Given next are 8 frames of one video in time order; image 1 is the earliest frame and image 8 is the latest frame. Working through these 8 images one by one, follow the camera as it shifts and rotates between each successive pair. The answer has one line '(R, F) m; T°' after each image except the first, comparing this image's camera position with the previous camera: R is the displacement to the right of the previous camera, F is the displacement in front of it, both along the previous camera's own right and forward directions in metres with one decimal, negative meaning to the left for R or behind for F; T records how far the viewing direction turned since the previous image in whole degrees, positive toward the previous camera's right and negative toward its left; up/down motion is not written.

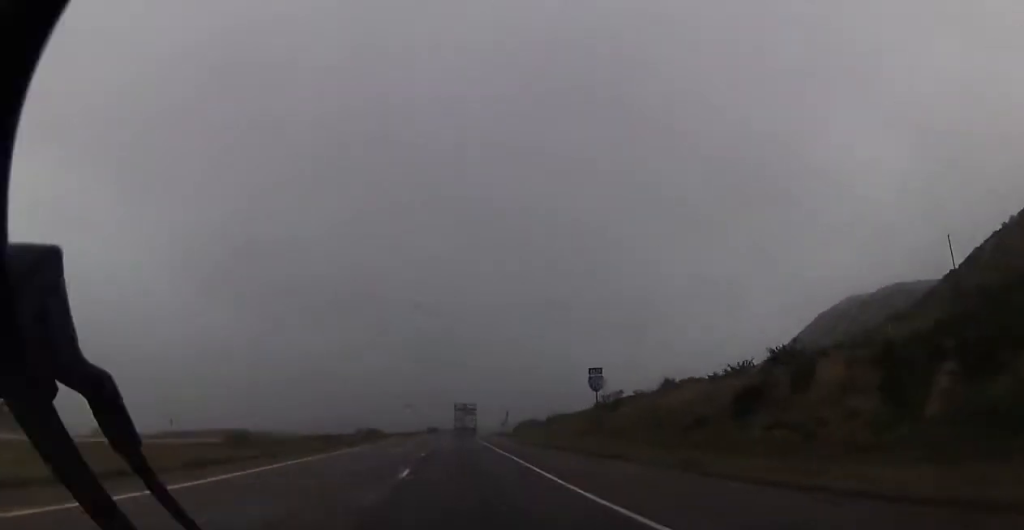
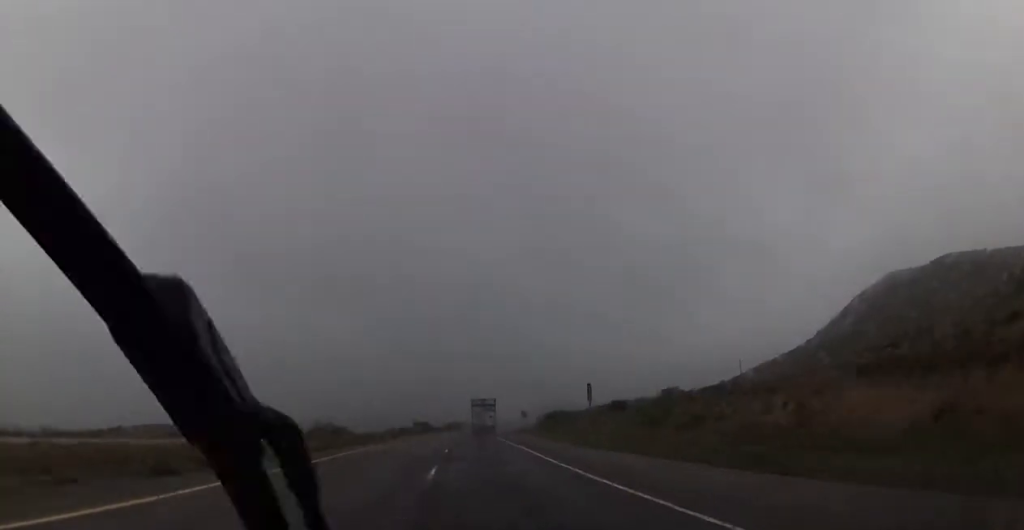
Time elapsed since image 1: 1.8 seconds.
(+0.3, +62.2) m; +1°
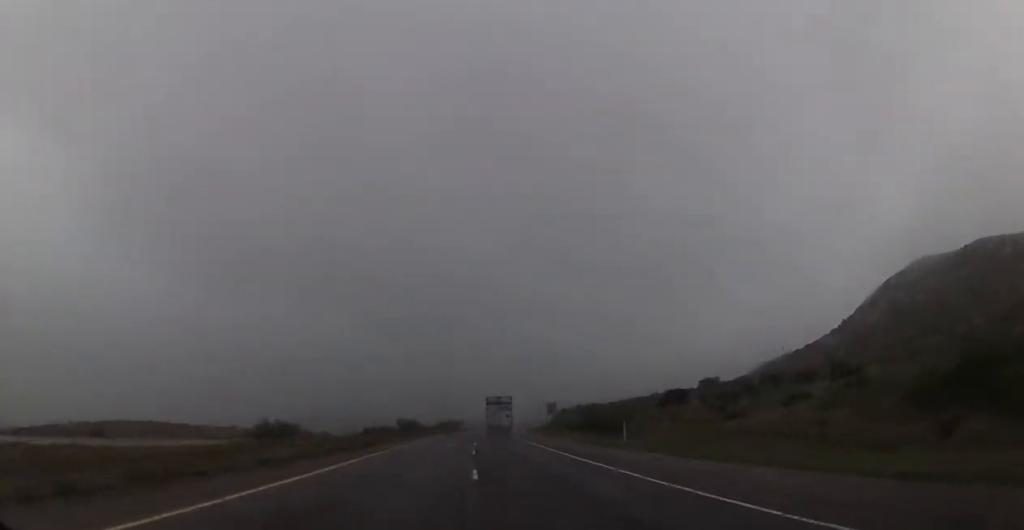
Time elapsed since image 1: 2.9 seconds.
(+0.4, +36.9) m; 0°
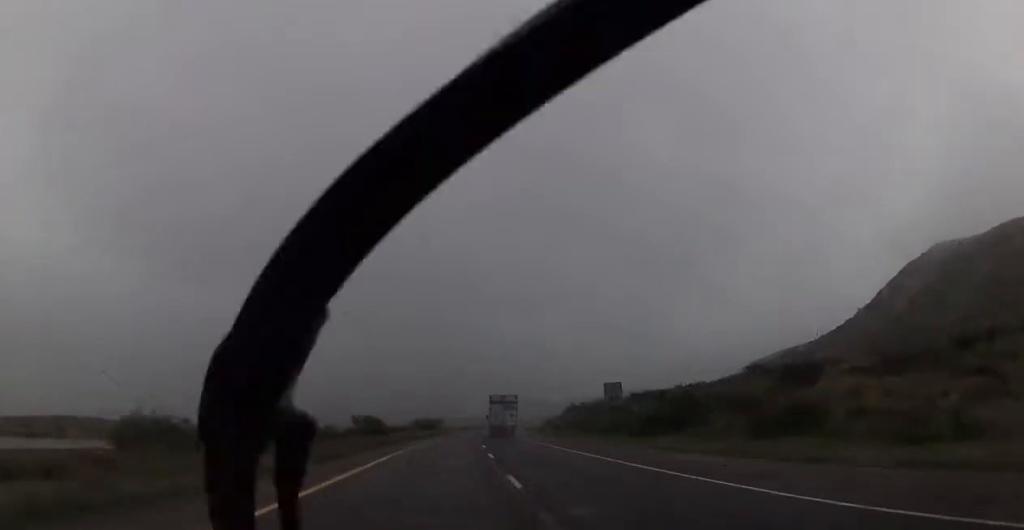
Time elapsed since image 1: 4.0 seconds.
(-0.1, +39.1) m; +1°
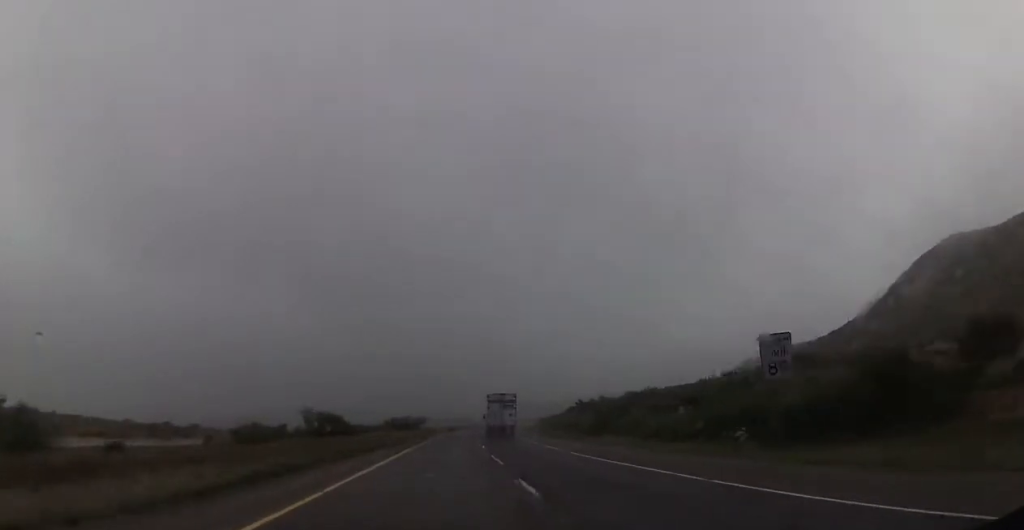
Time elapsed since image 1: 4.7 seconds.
(+0.2, +25.4) m; +1°
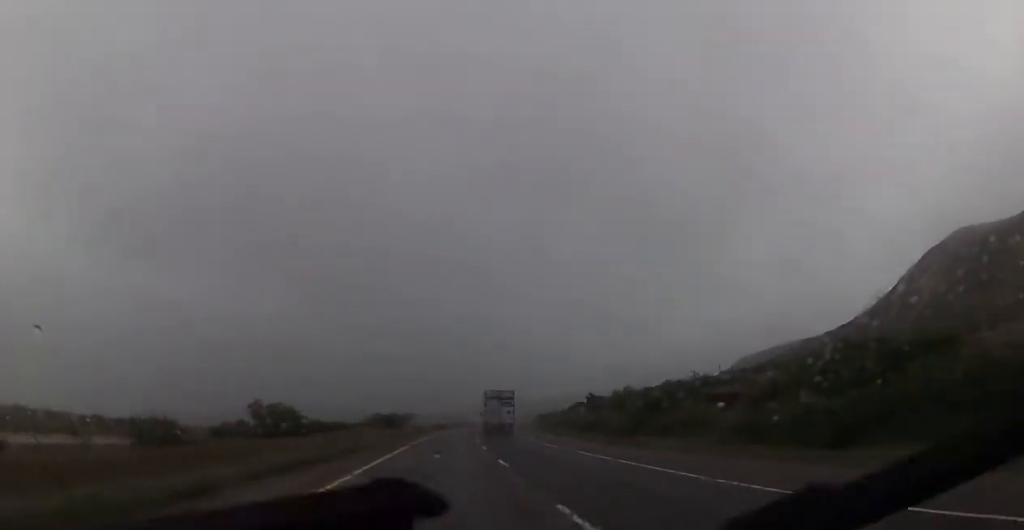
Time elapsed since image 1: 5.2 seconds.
(+0.2, +17.3) m; +1°
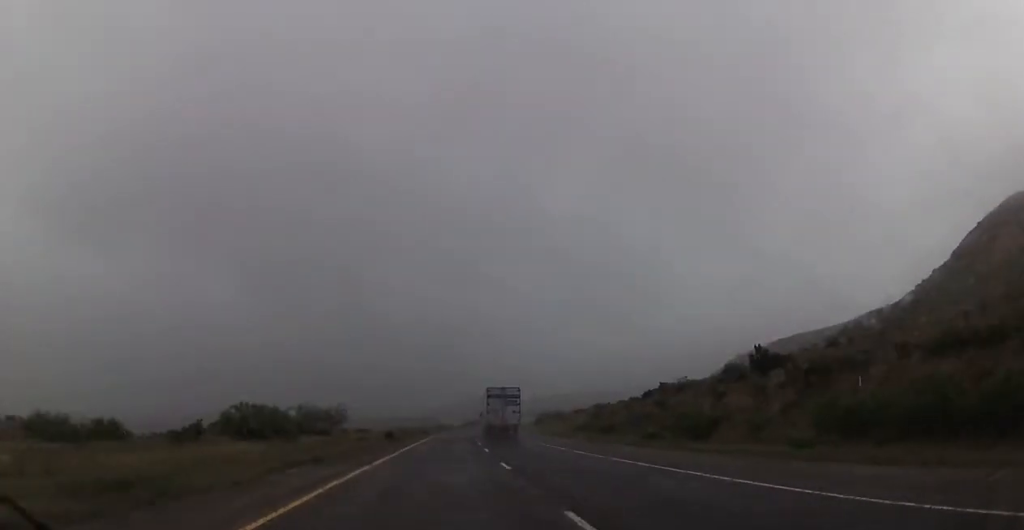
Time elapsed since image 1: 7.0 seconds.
(+1.8, +62.2) m; +3°
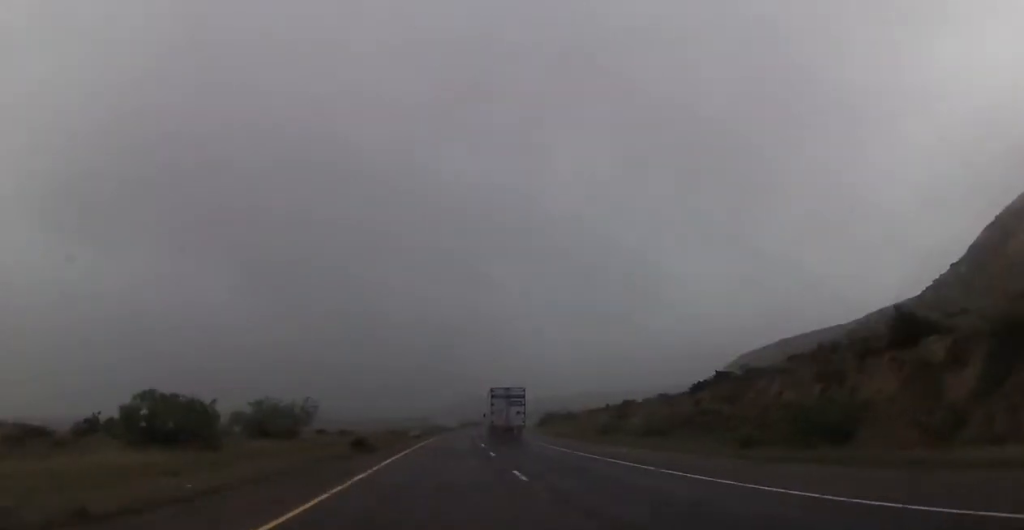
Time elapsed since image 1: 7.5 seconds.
(+0.1, +15.0) m; 0°
